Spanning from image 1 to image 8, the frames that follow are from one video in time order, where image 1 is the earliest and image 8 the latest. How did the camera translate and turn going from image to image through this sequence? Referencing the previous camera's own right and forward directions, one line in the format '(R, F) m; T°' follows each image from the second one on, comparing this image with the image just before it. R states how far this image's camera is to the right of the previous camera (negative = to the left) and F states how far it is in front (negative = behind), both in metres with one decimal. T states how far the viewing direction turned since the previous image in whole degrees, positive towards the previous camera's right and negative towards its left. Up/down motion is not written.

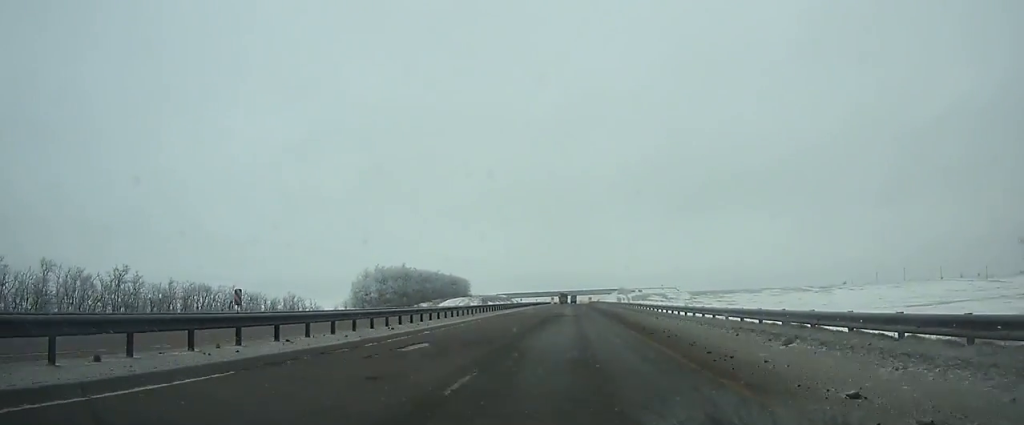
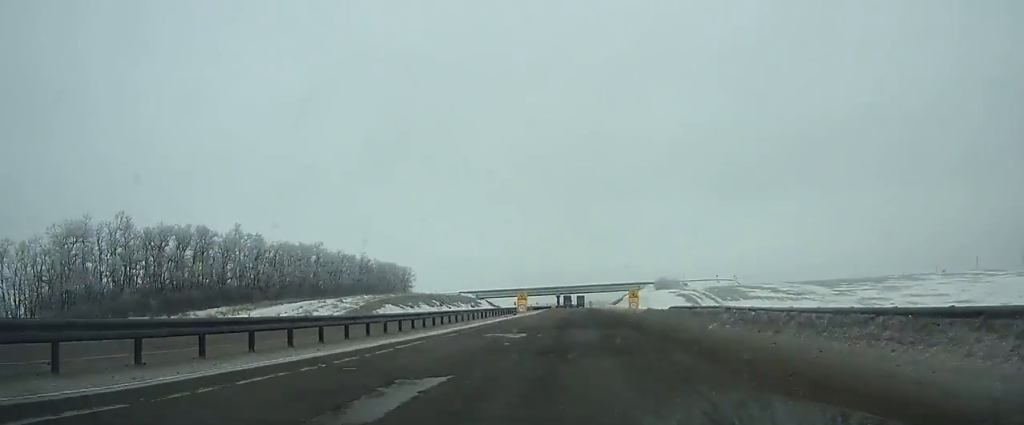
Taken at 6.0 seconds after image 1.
(-0.9, +138.5) m; -1°
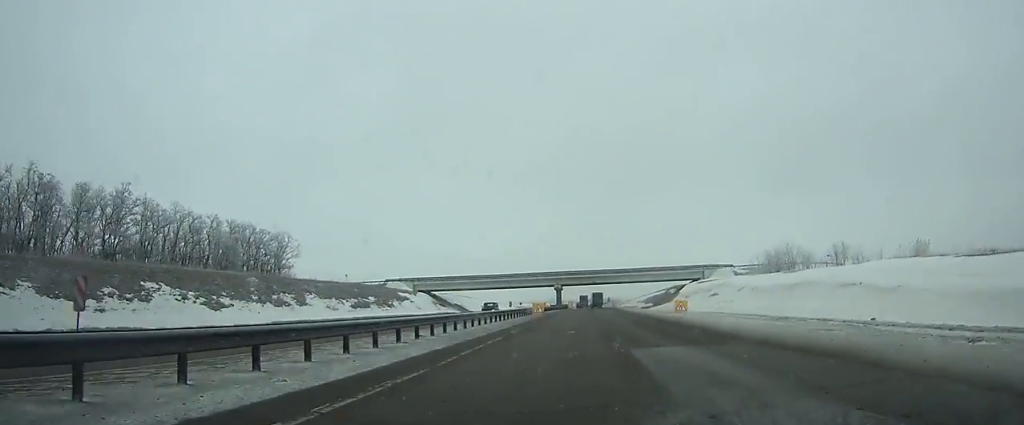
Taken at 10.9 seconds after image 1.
(-0.5, +109.4) m; 0°
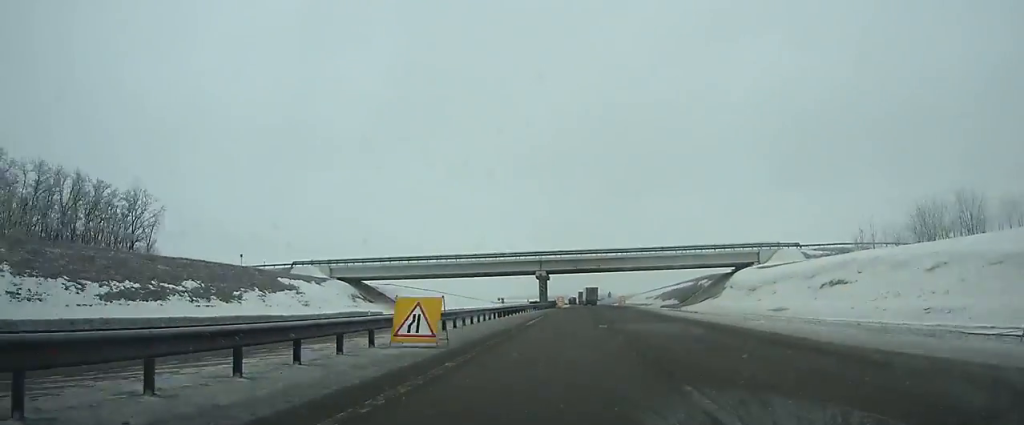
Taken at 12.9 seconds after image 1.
(+0.1, +43.7) m; +1°
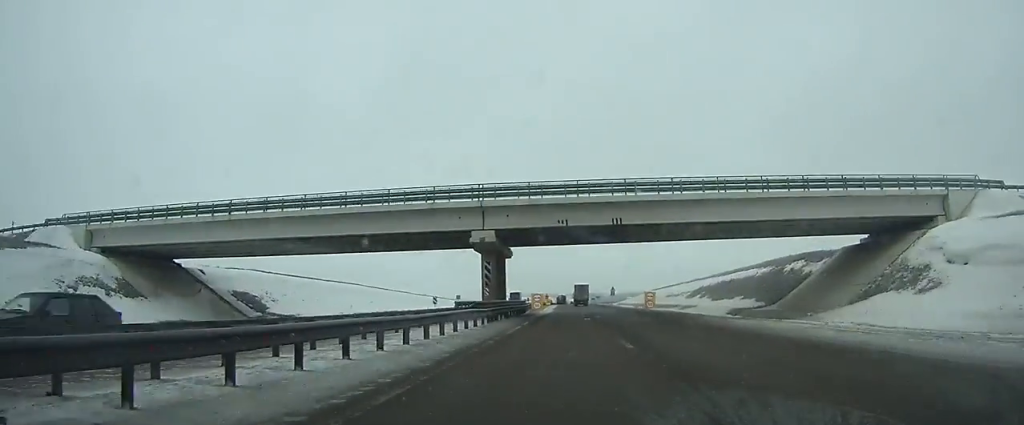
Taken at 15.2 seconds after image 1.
(+0.5, +49.0) m; +1°
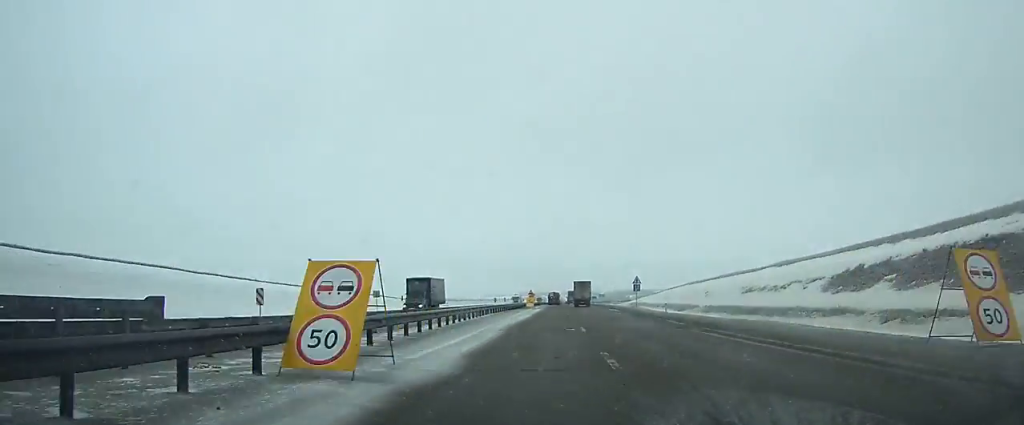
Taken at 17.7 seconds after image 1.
(+0.3, +51.5) m; +1°
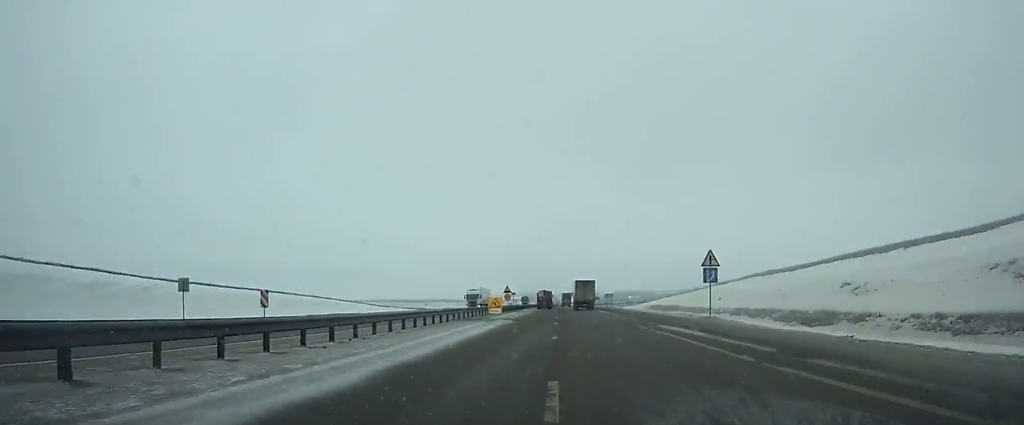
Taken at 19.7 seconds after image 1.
(0.0, +39.8) m; 0°
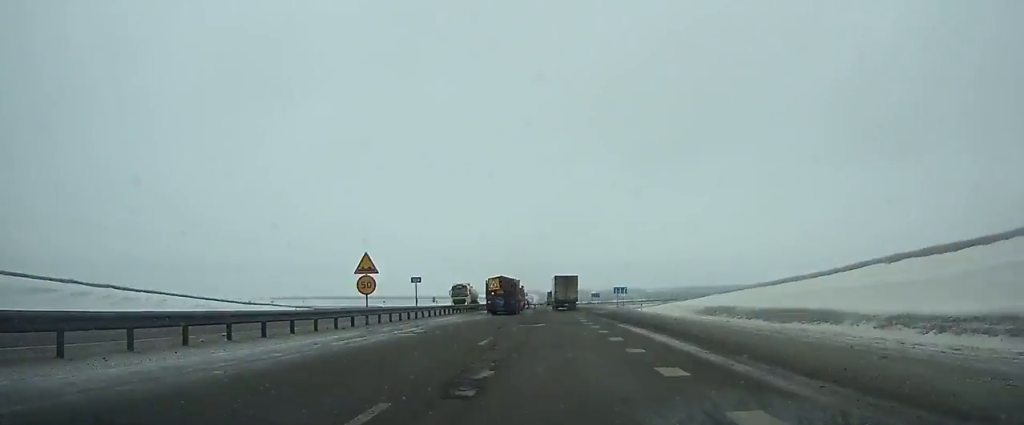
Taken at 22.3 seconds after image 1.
(+0.6, +49.3) m; 0°
